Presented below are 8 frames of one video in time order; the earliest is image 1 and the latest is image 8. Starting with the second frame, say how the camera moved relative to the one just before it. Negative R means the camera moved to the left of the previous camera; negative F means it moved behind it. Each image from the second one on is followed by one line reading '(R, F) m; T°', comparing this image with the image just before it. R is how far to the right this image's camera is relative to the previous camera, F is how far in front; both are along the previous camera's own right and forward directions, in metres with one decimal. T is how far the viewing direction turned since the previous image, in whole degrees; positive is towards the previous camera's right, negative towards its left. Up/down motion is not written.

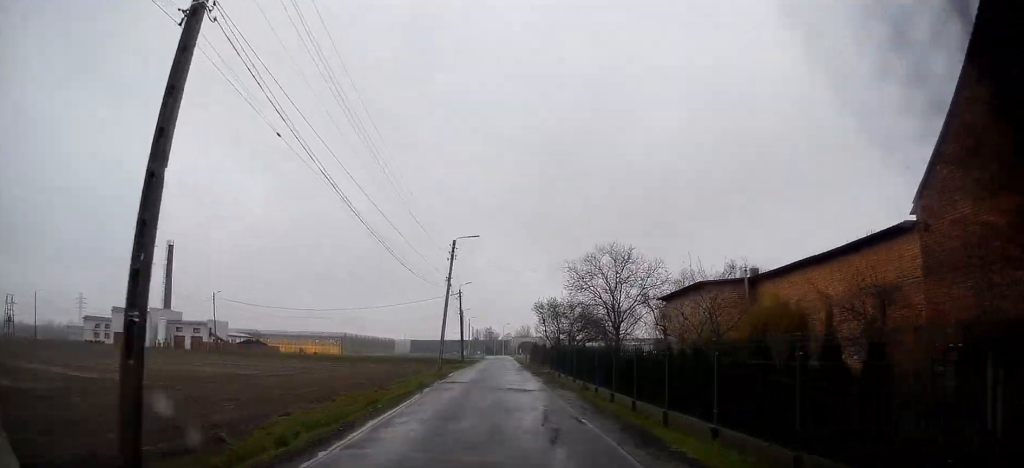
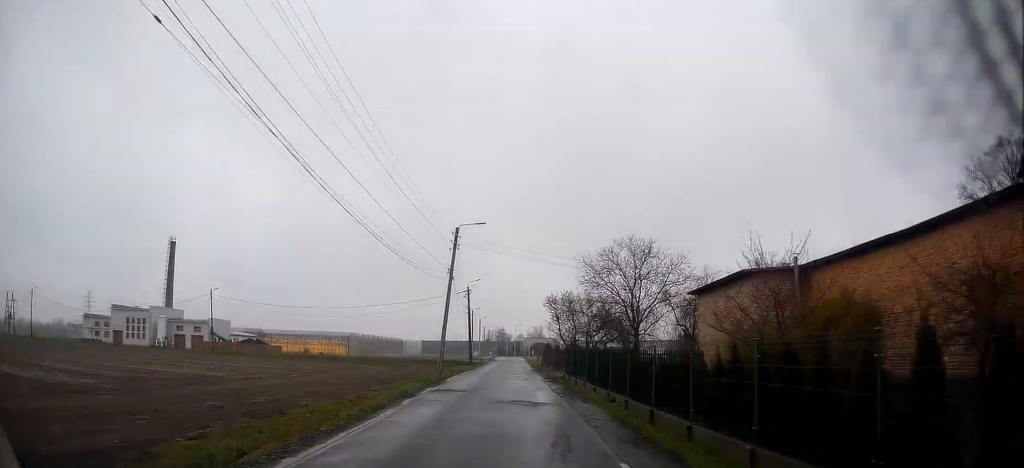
(0.0, +4.0) m; 0°
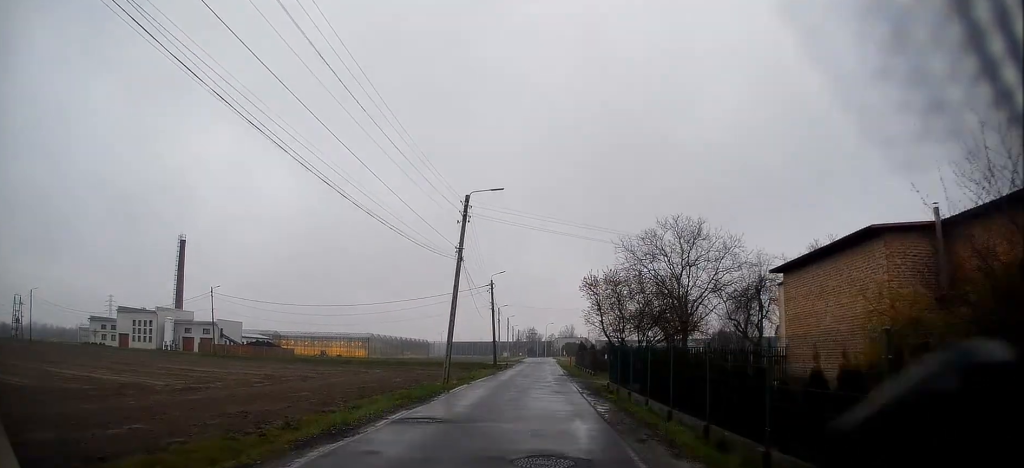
(+0.2, +7.2) m; +1°
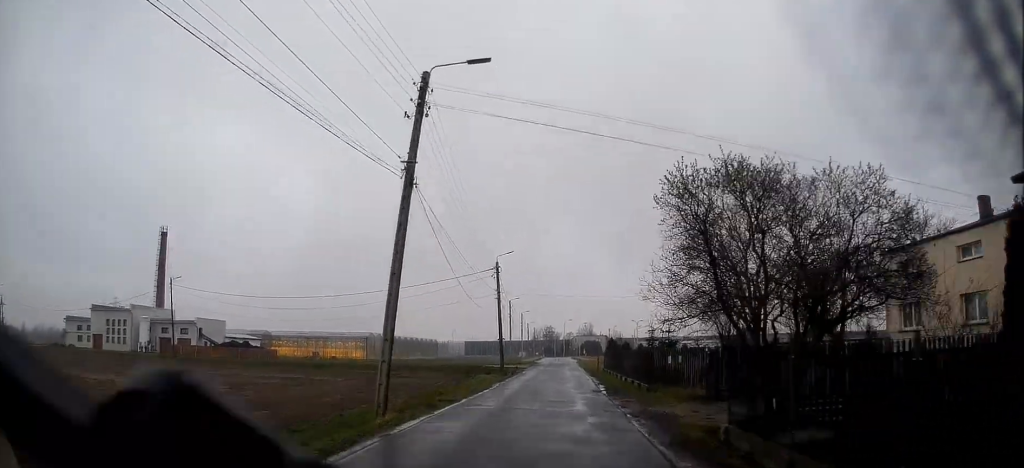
(-0.2, +12.5) m; -4°
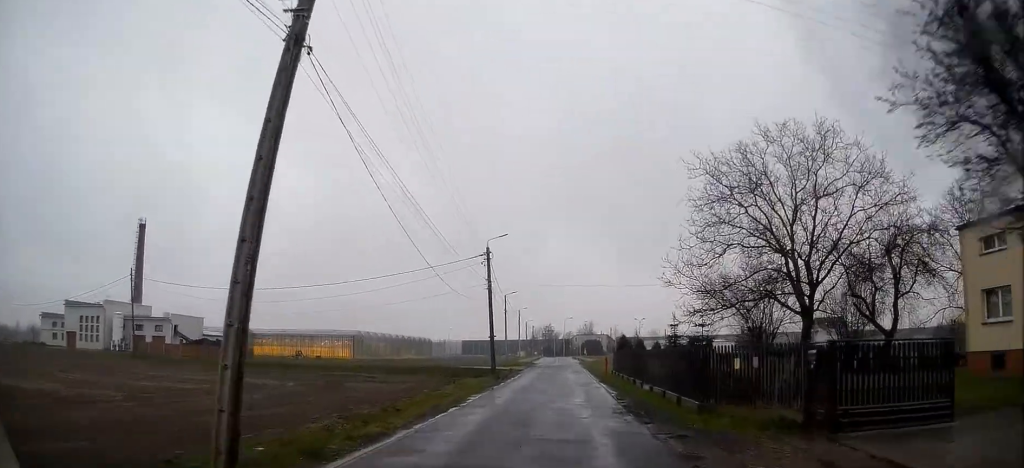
(-0.2, +7.0) m; -1°
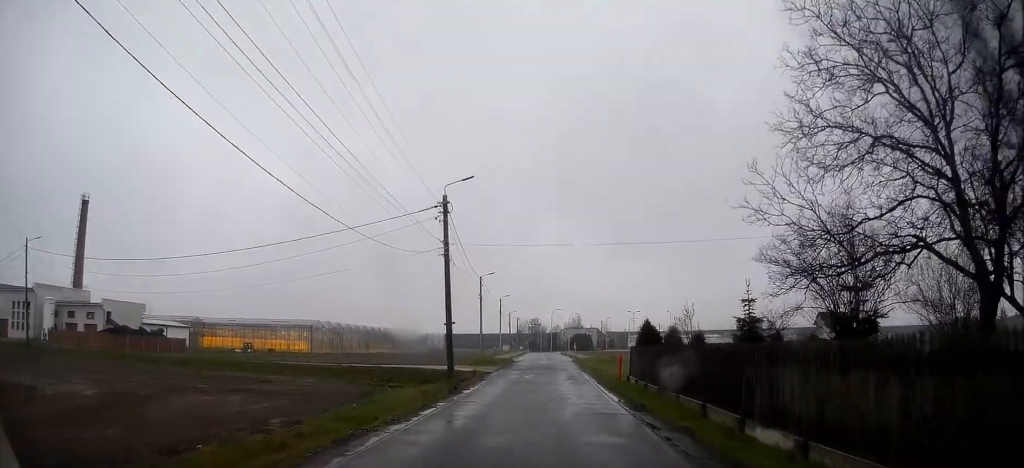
(0.0, +13.1) m; +1°
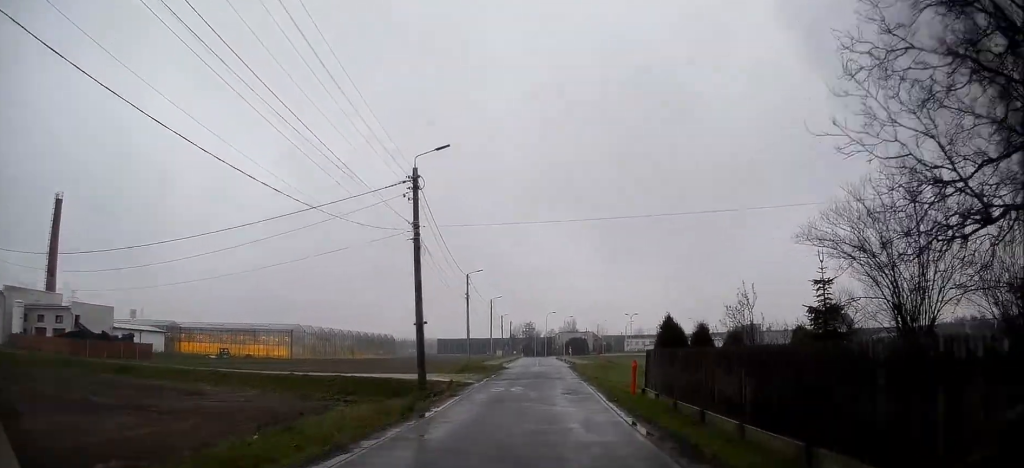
(0.0, +5.2) m; +1°
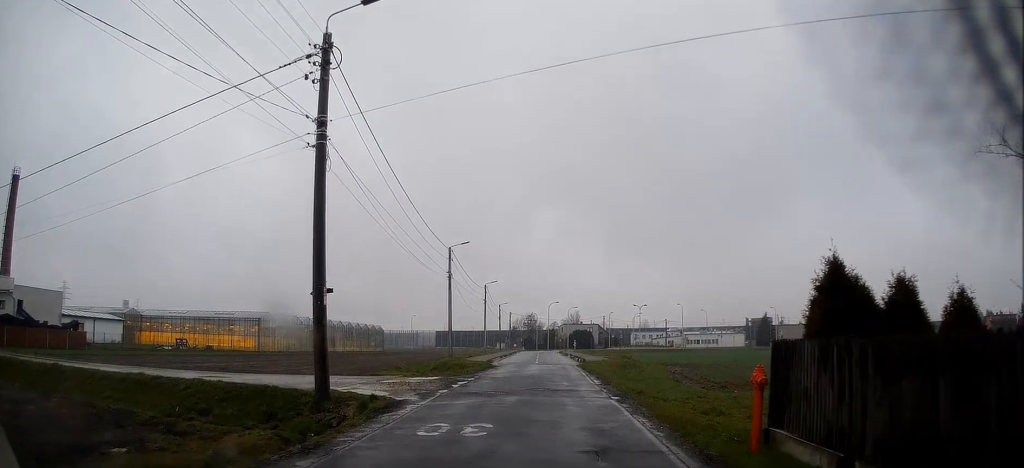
(0.0, +10.6) m; 0°
